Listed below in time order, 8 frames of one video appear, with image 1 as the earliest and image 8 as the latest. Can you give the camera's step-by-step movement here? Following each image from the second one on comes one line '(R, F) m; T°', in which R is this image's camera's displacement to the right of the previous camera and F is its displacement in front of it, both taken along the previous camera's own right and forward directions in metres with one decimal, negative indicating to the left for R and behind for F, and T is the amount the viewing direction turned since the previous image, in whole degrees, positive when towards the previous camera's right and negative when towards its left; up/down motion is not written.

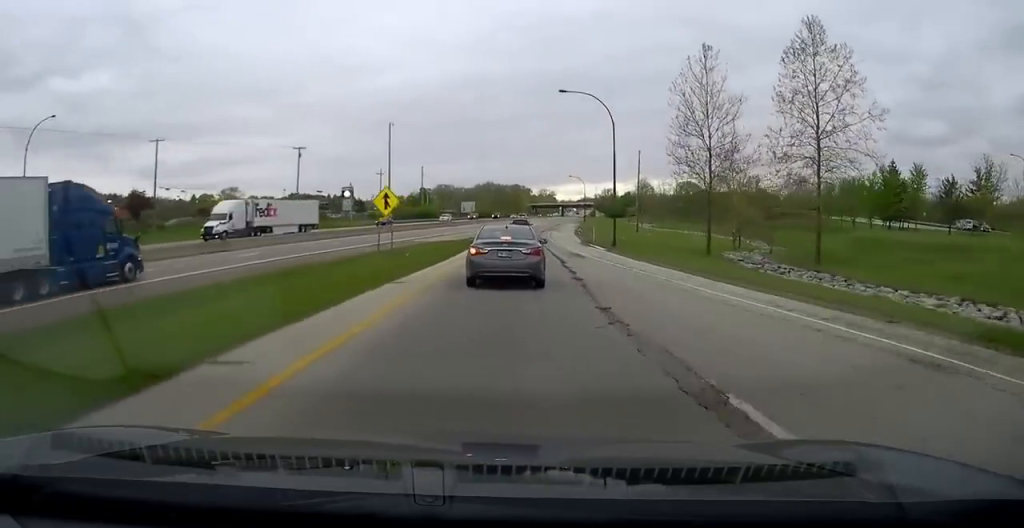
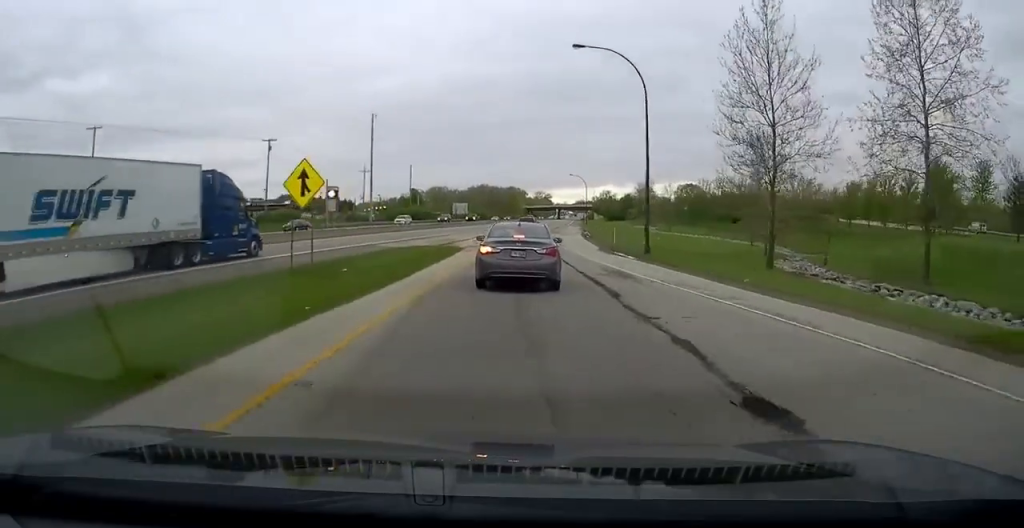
(+0.2, +14.0) m; +1°
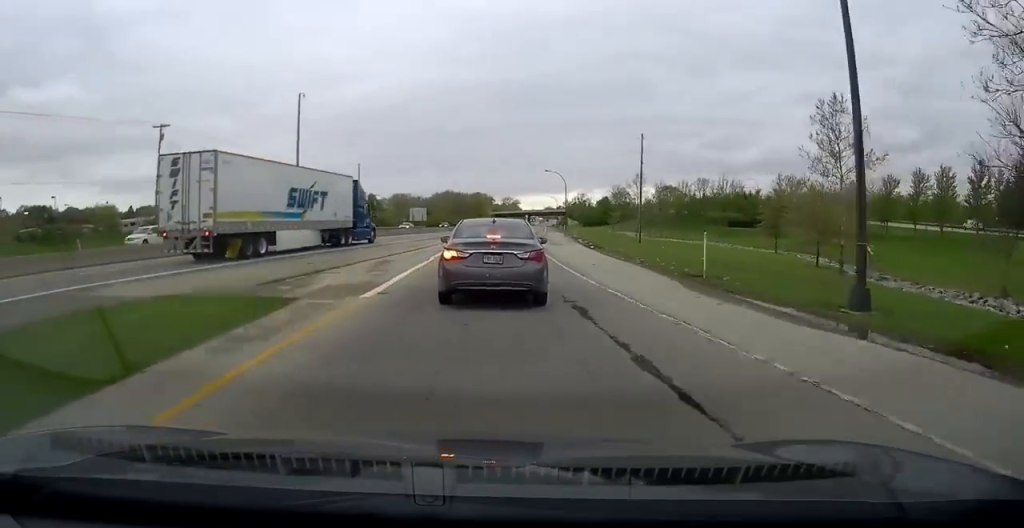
(+0.3, +27.1) m; +2°
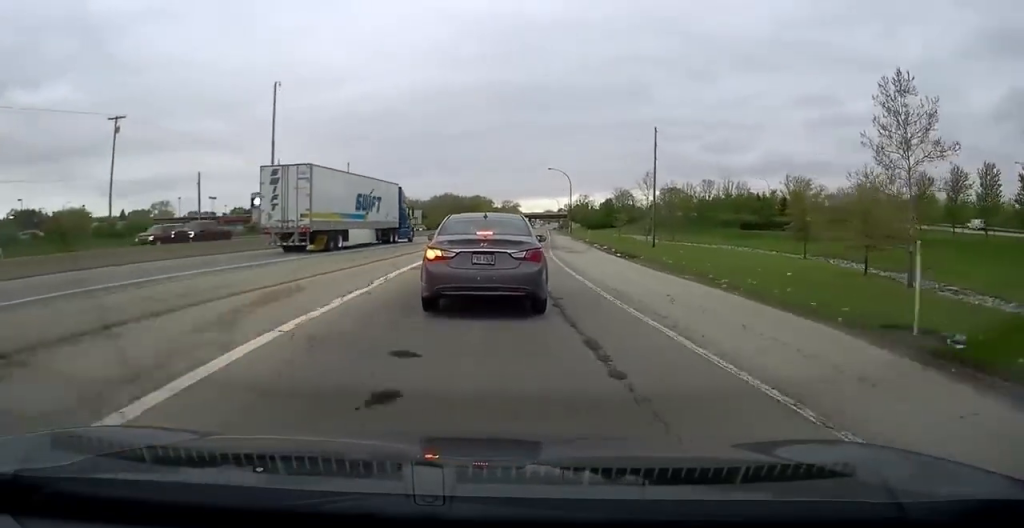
(+0.1, +11.4) m; +1°
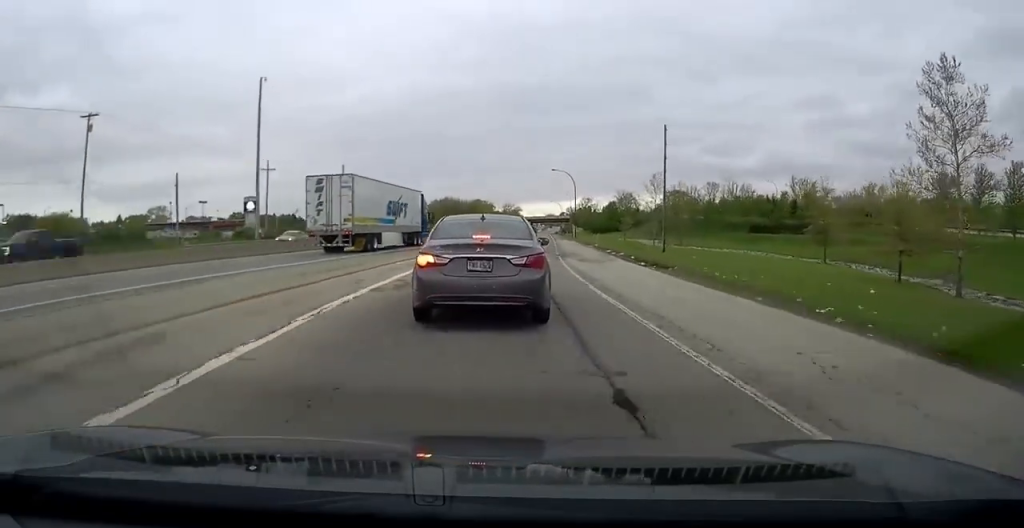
(0.0, +6.0) m; 0°
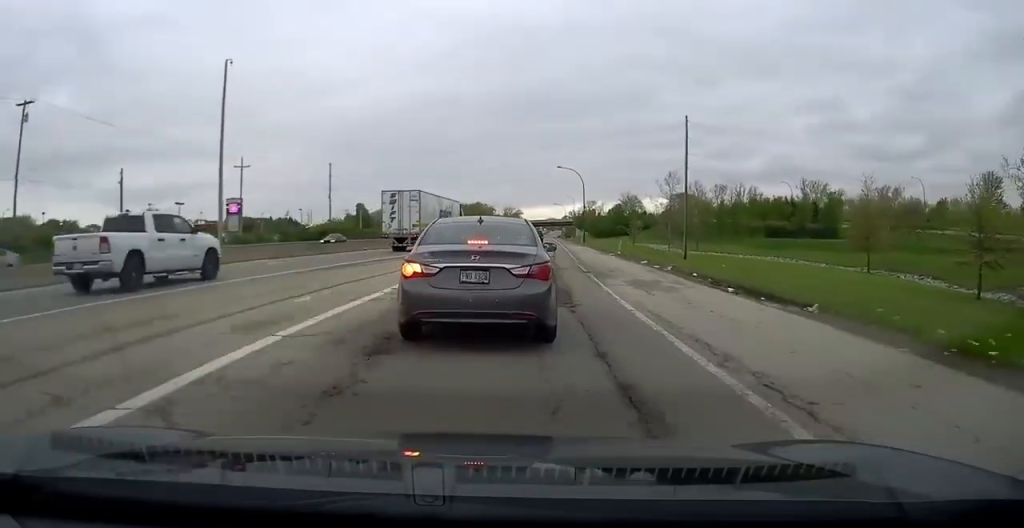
(0.0, +11.9) m; 0°
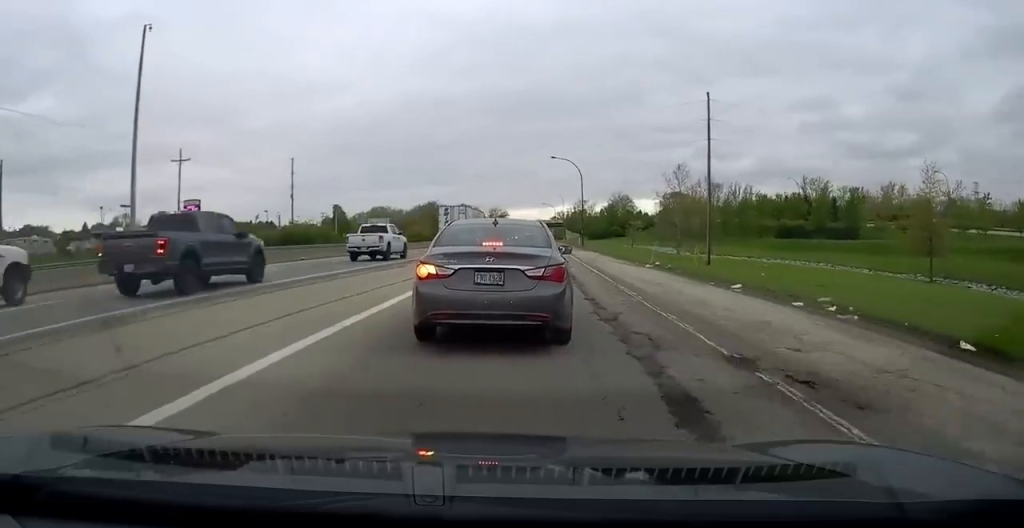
(+0.2, +16.2) m; 0°
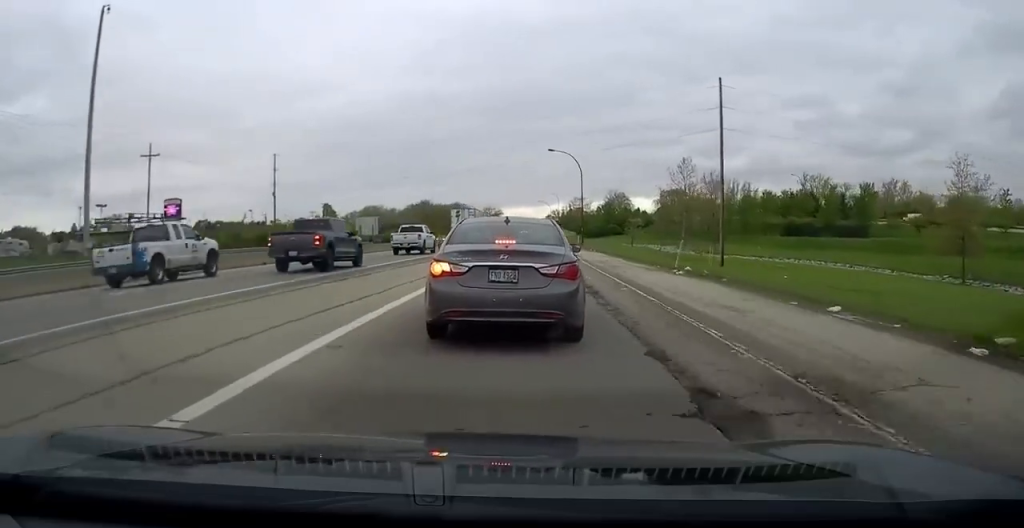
(-0.1, +6.2) m; +1°
